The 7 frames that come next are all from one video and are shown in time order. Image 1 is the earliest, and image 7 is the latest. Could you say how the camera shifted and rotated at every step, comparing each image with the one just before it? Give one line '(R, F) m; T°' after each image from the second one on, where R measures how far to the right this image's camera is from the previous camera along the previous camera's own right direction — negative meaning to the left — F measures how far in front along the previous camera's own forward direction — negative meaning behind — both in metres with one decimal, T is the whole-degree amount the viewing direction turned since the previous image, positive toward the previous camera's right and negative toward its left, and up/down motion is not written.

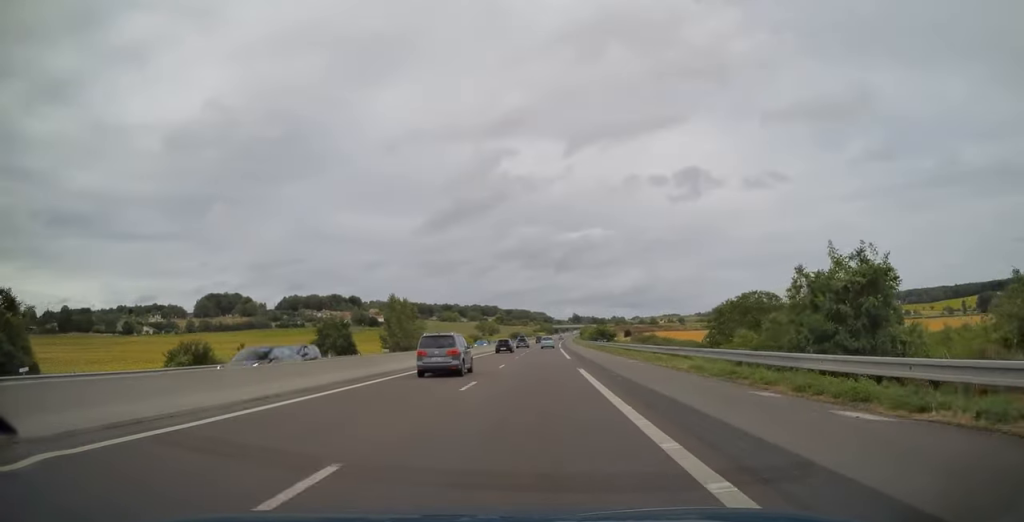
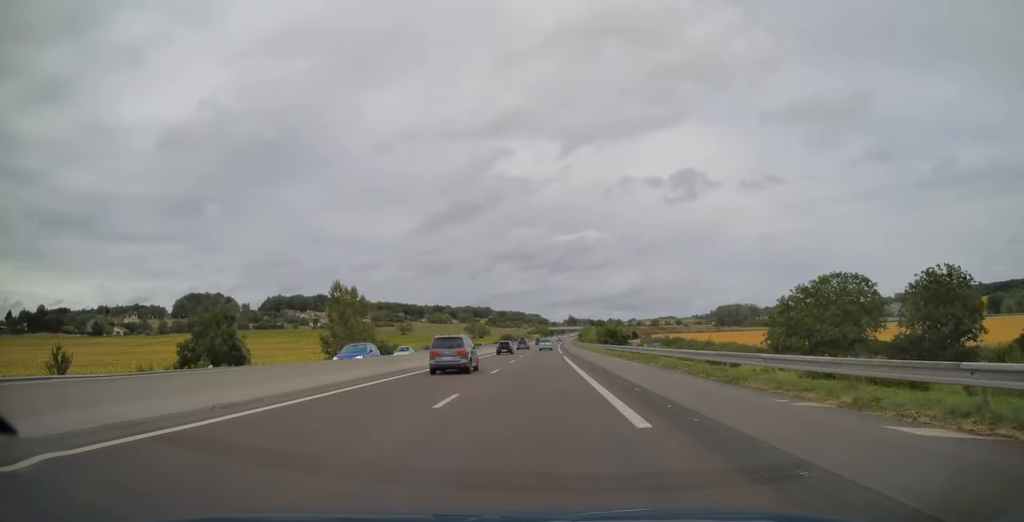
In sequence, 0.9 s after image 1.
(0.0, +29.6) m; +1°
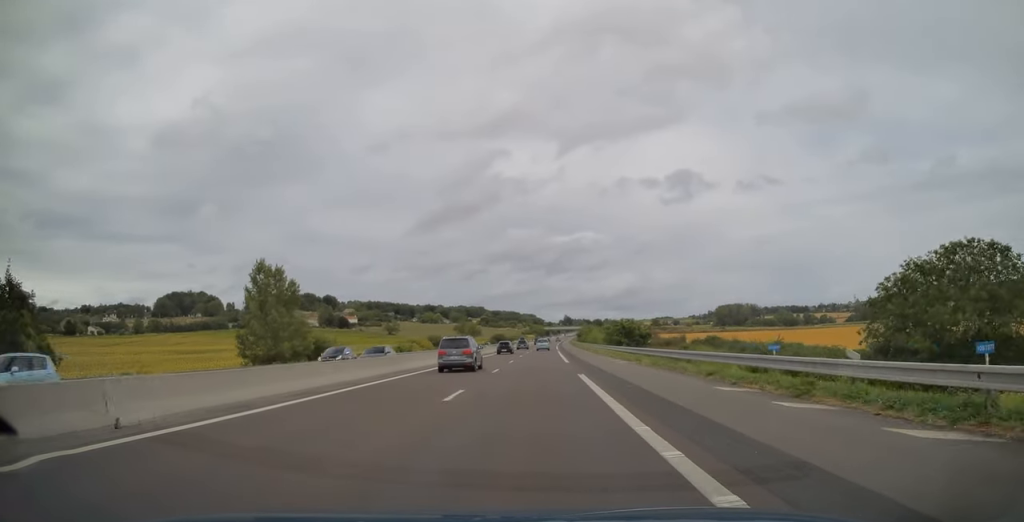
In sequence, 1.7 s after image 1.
(+0.2, +24.2) m; +1°
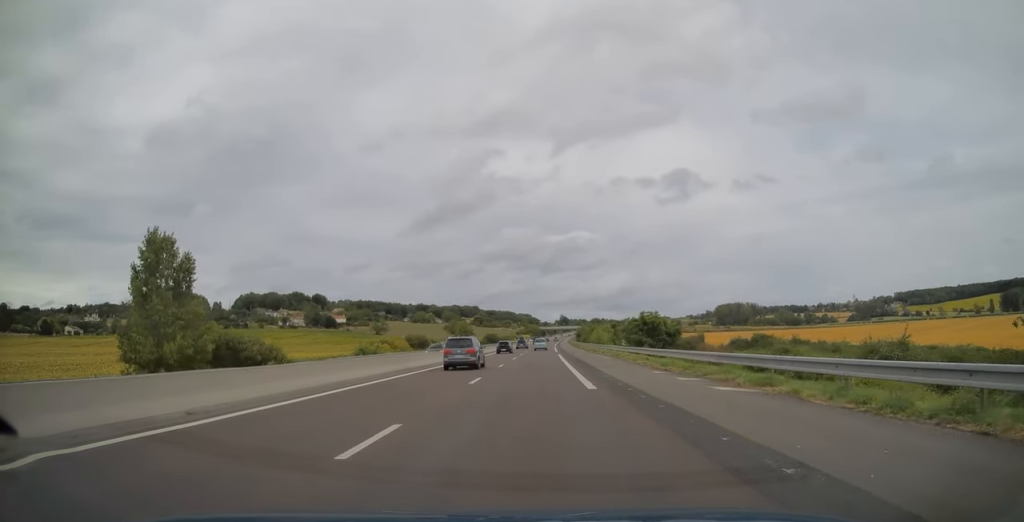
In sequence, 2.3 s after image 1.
(+0.1, +19.9) m; 0°
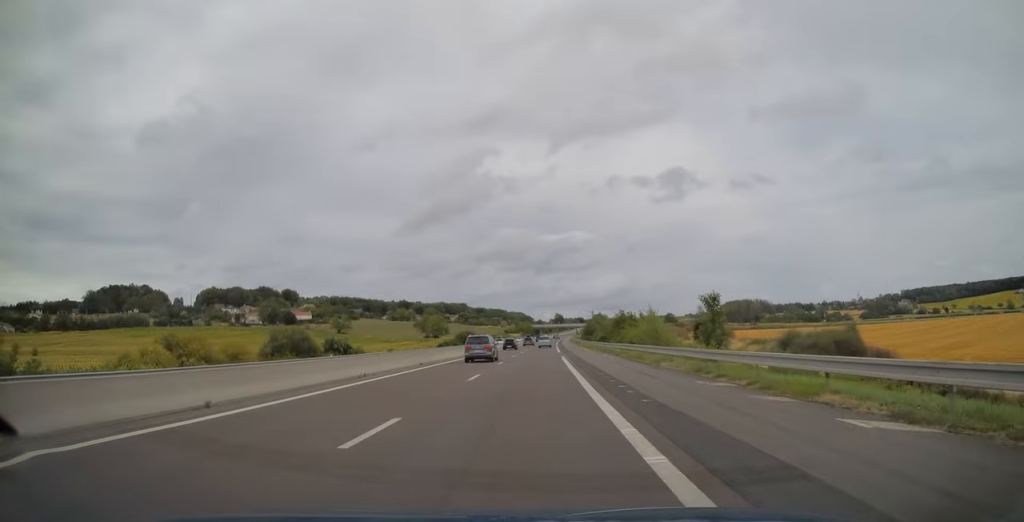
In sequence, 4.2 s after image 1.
(+0.2, +63.6) m; 0°
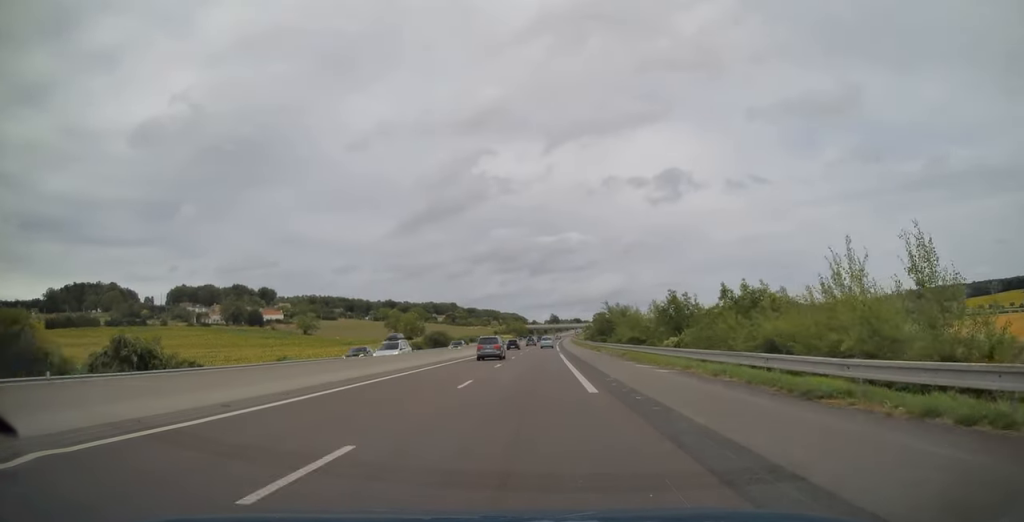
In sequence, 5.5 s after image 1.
(+0.3, +41.5) m; +1°
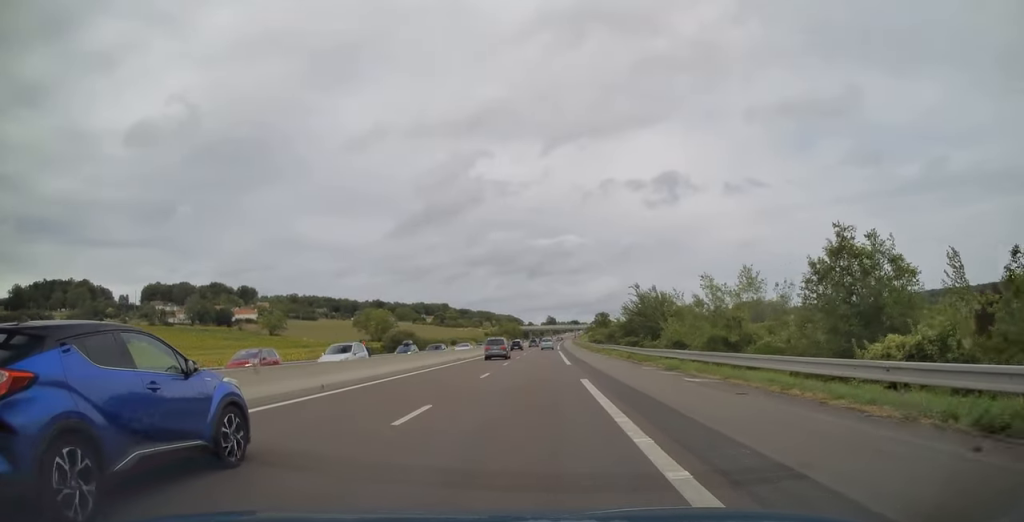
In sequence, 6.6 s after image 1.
(+0.1, +33.3) m; 0°
